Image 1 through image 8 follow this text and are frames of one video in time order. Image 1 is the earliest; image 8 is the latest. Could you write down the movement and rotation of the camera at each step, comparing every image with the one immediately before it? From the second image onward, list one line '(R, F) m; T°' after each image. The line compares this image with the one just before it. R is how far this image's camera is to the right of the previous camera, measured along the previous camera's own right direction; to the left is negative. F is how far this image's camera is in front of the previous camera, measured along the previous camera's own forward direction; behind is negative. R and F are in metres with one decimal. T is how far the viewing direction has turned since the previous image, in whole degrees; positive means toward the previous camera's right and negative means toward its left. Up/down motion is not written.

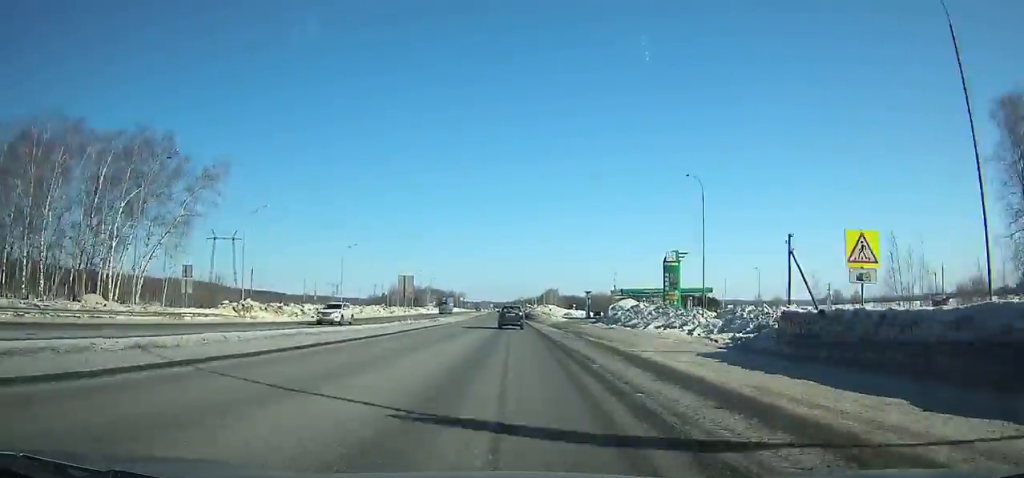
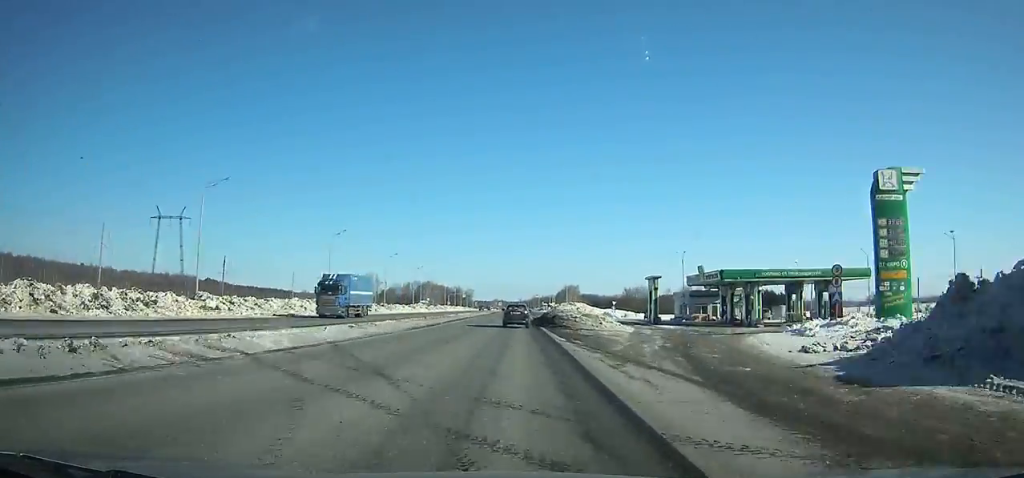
(-0.5, +47.9) m; -1°
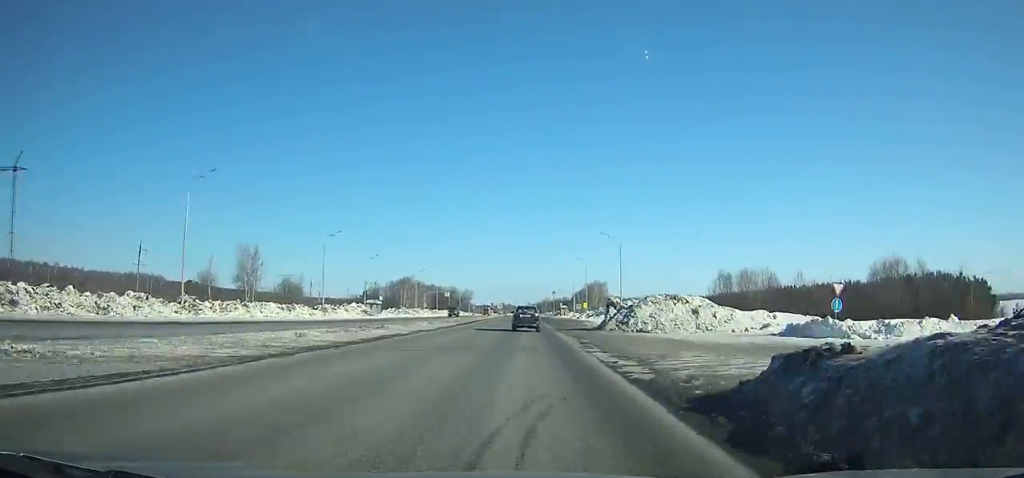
(-0.8, +75.4) m; -1°
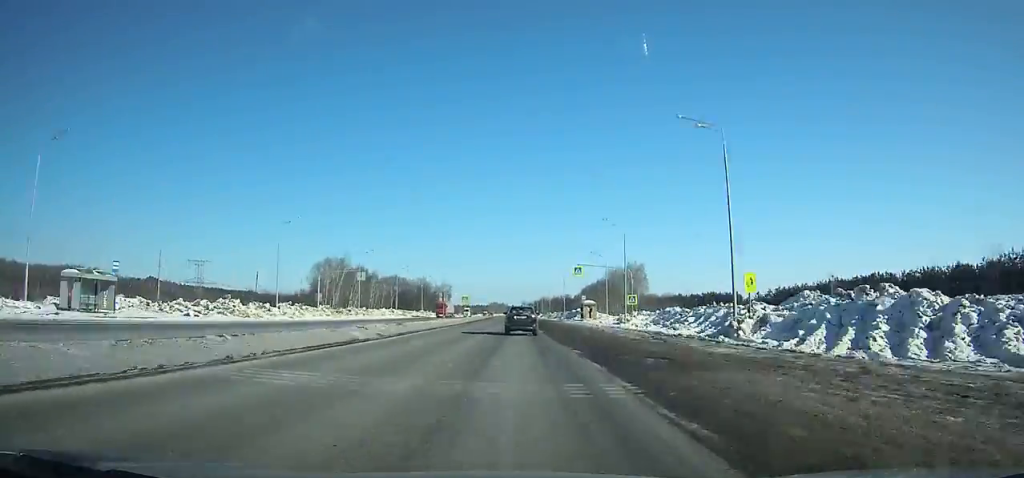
(+0.1, +81.3) m; 0°
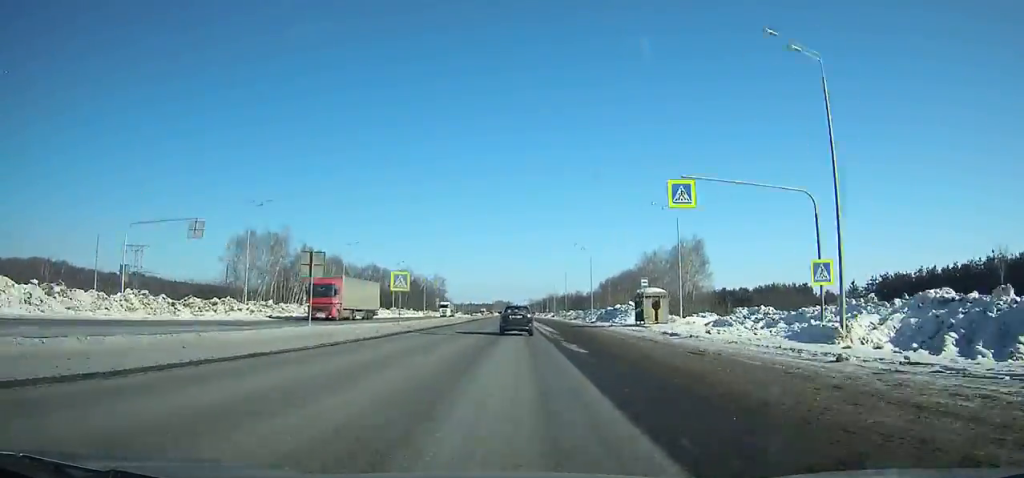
(-0.1, +44.8) m; 0°
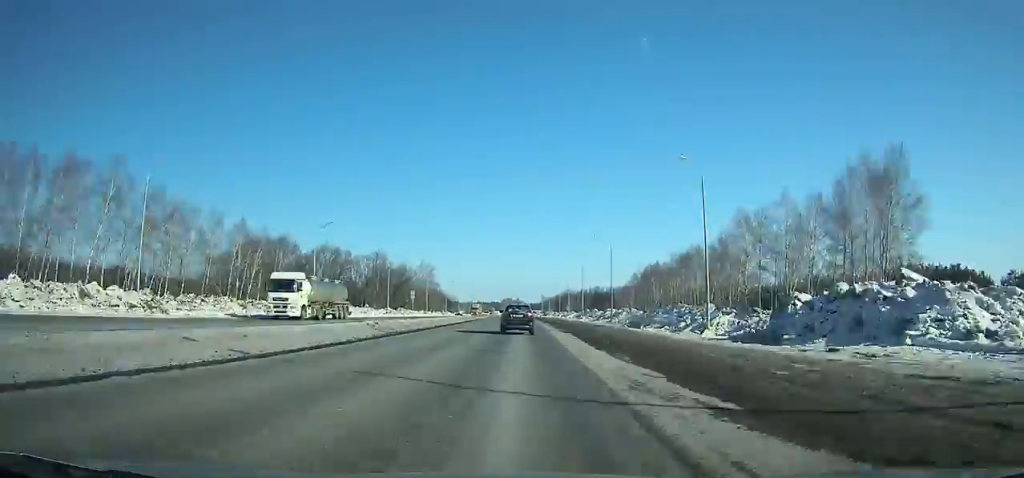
(-0.3, +54.0) m; -1°
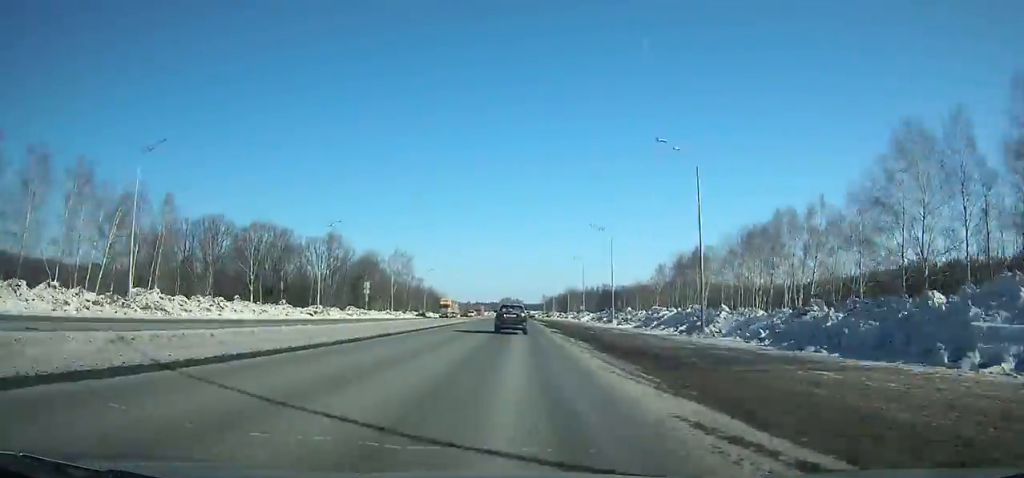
(-0.1, +37.1) m; 0°
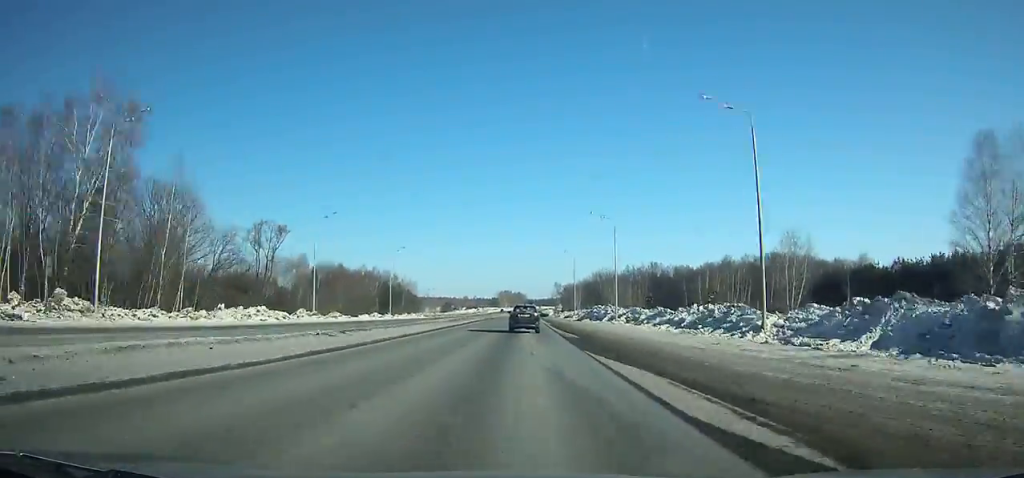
(-0.6, +112.7) m; 0°
